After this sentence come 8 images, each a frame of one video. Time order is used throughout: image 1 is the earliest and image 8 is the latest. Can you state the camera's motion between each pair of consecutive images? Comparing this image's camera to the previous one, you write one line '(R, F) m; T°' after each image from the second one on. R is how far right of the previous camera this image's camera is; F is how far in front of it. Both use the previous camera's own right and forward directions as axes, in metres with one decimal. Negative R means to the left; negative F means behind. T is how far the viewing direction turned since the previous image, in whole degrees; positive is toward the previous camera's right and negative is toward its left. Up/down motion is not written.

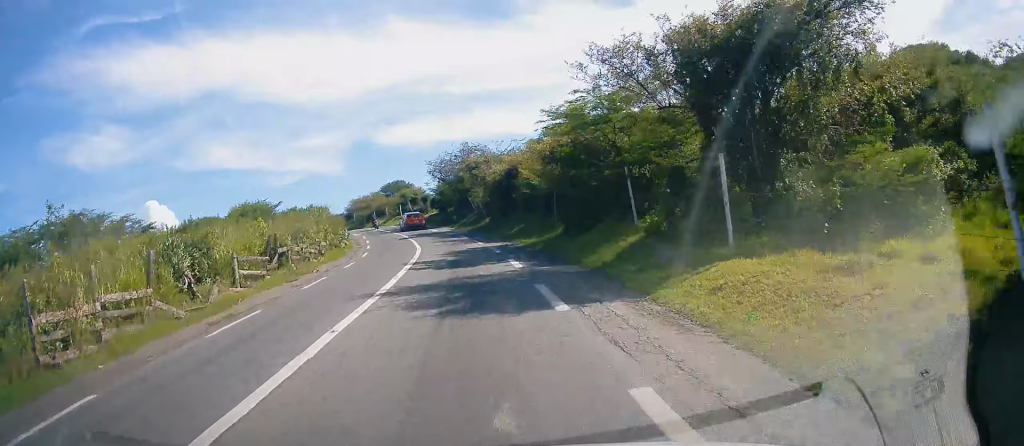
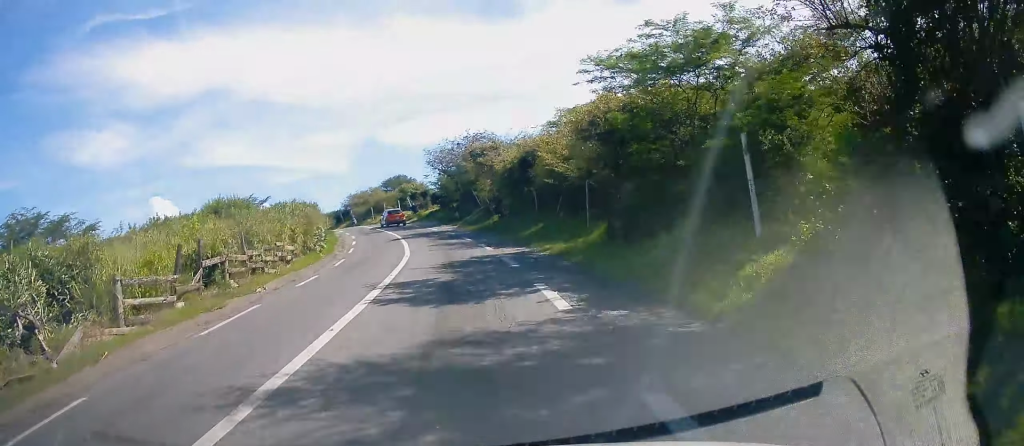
(-0.1, +6.8) m; -1°
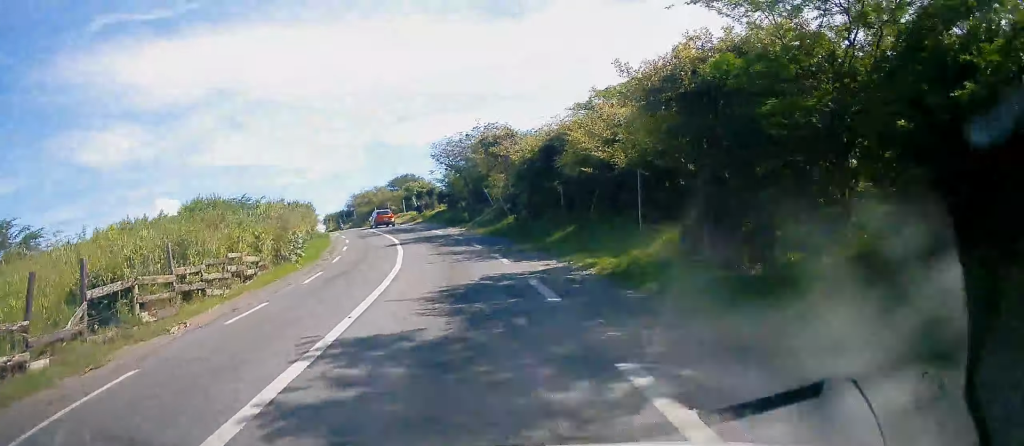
(0.0, +5.7) m; 0°
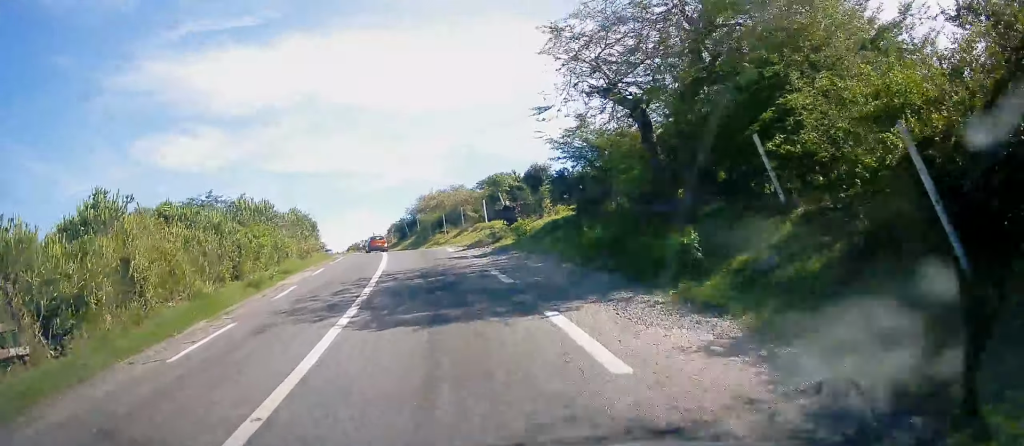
(-1.9, +29.7) m; -7°
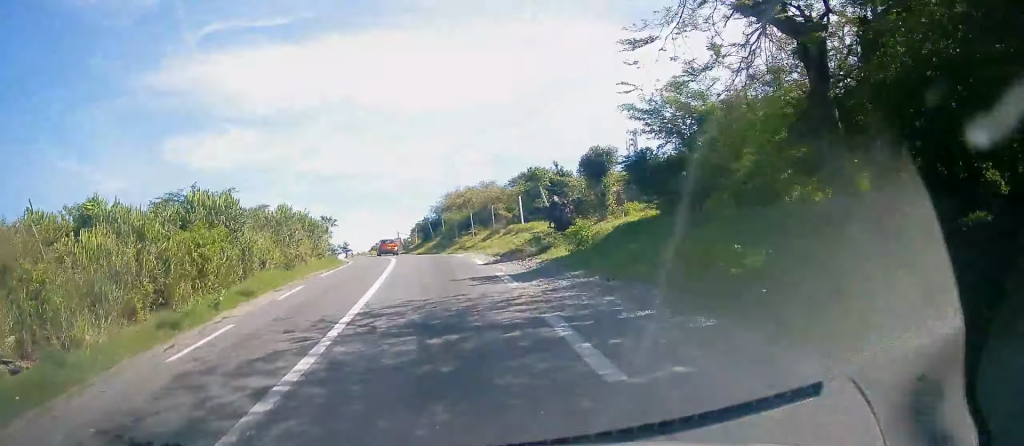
(0.0, +6.7) m; -3°
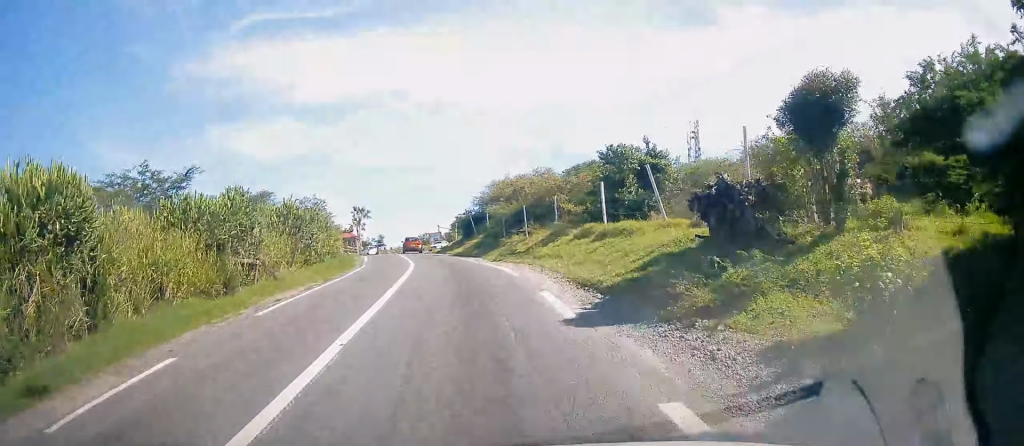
(-0.4, +10.2) m; -7°
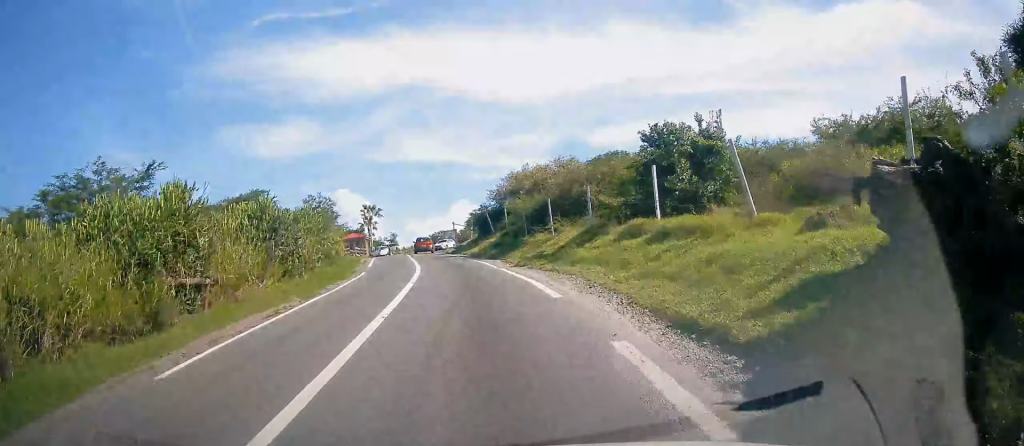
(-0.4, +4.5) m; -1°
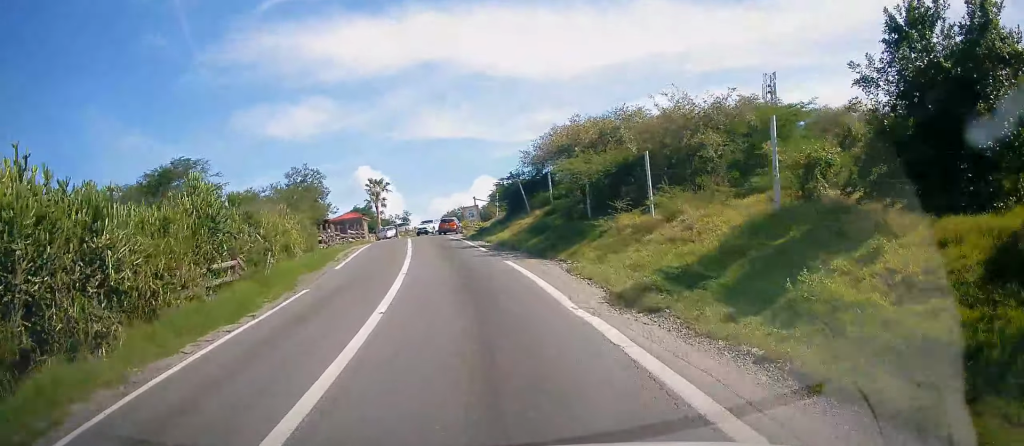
(-0.2, +13.2) m; -1°
